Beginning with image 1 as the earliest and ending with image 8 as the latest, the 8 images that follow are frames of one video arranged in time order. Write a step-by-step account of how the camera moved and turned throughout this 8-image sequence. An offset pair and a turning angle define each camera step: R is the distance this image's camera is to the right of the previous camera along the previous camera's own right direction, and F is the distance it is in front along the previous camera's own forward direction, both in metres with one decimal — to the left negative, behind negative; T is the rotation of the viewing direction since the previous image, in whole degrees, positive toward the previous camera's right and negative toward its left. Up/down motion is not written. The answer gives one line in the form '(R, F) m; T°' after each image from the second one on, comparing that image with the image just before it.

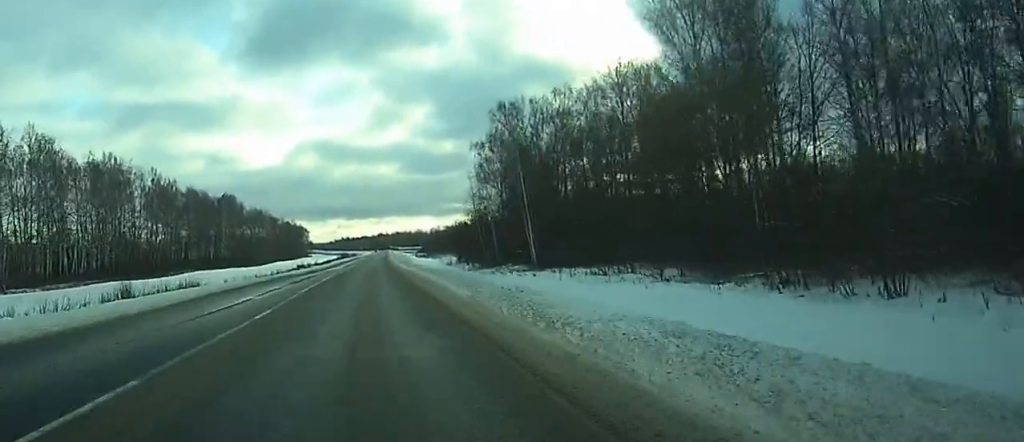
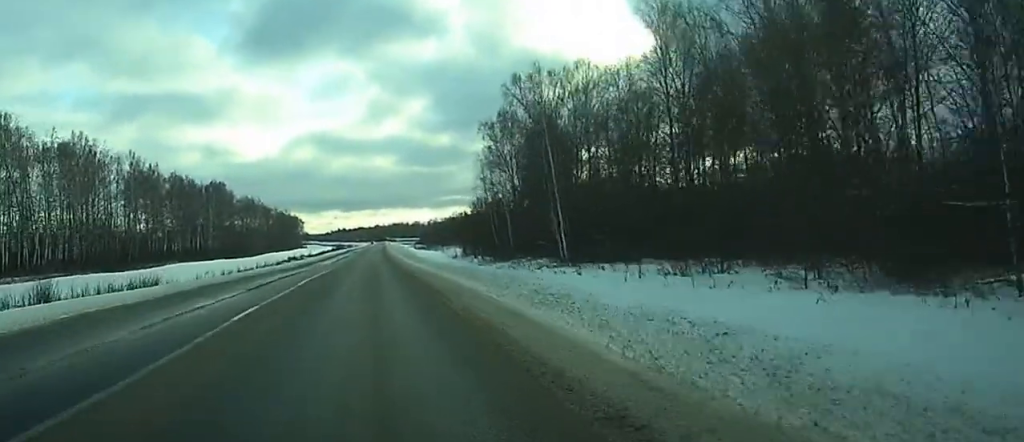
(+0.1, +15.3) m; 0°
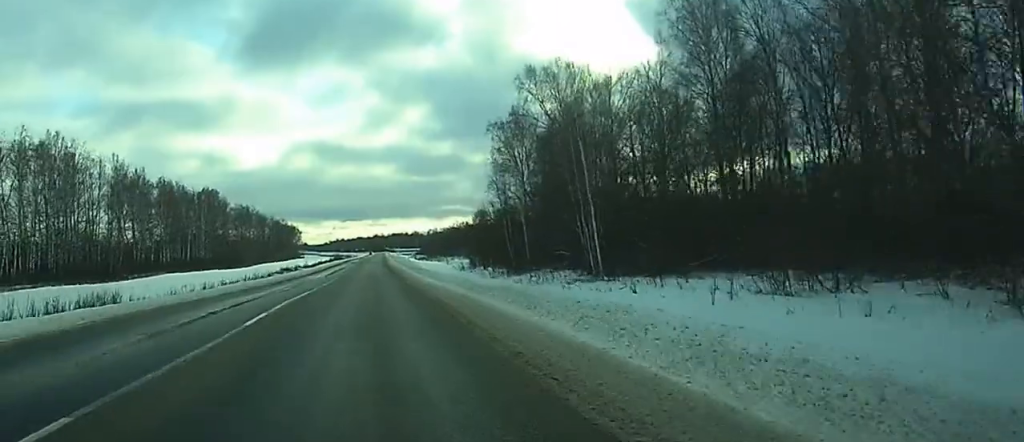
(0.0, +11.0) m; 0°
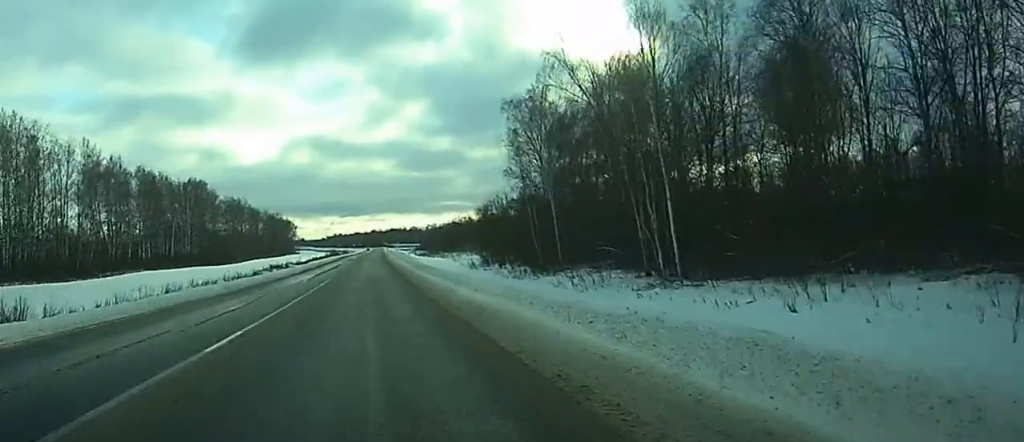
(0.0, +16.1) m; 0°
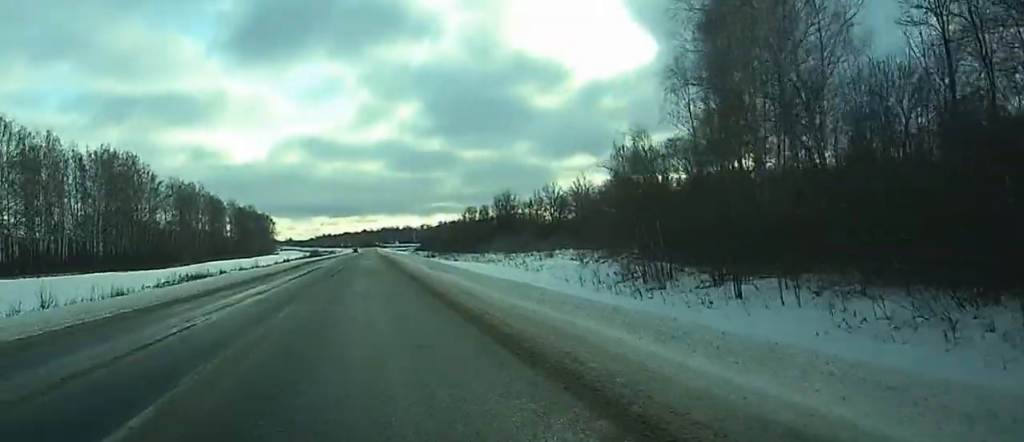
(+0.2, +68.1) m; 0°
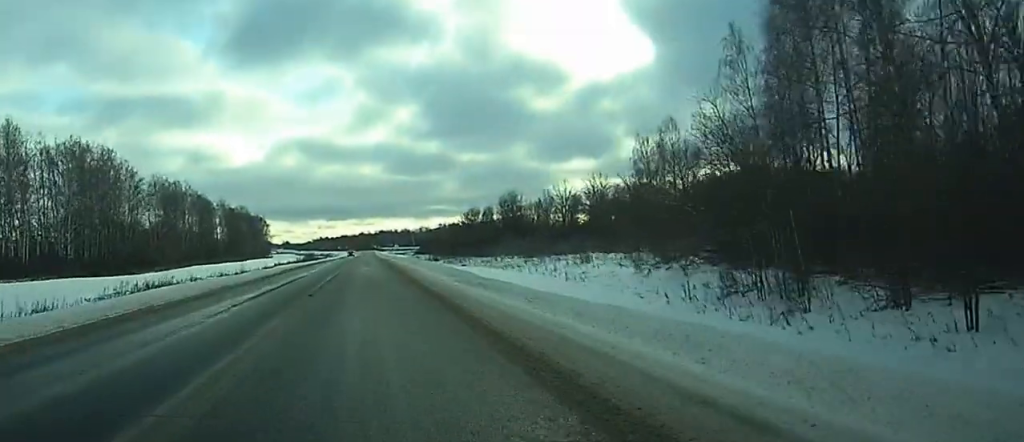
(0.0, +15.4) m; 0°
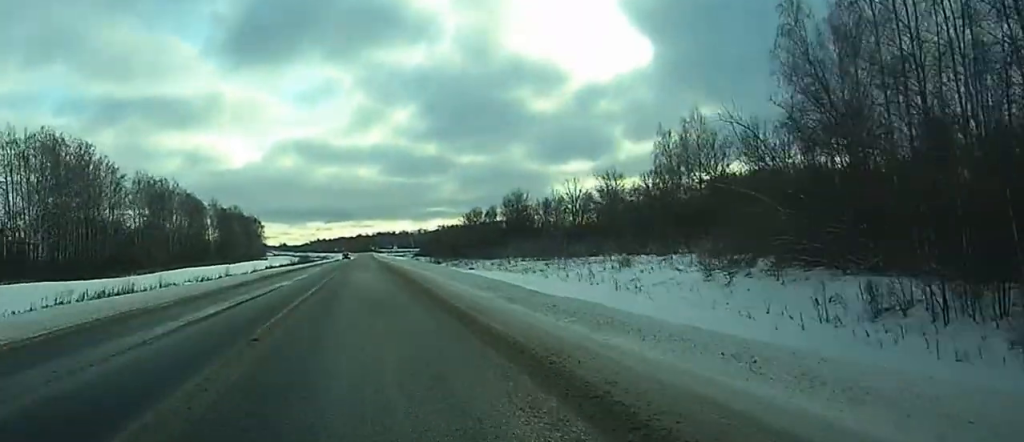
(0.0, +11.9) m; 0°
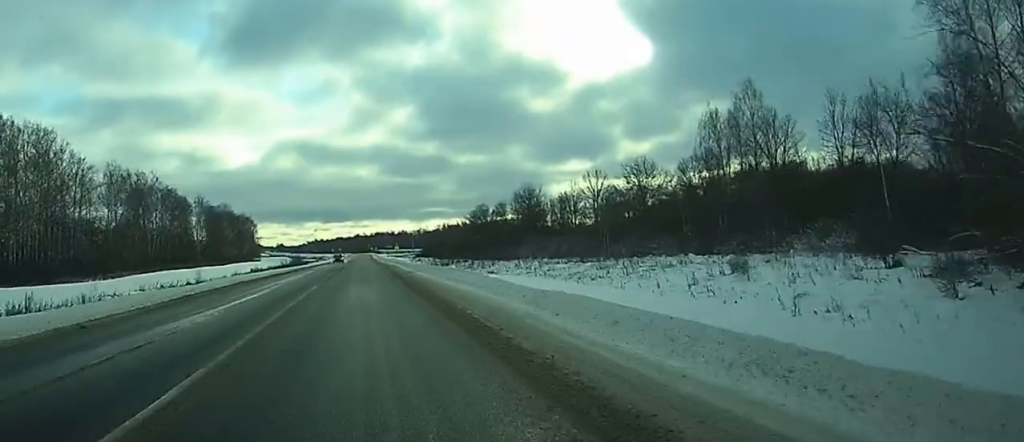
(+0.1, +19.6) m; 0°
